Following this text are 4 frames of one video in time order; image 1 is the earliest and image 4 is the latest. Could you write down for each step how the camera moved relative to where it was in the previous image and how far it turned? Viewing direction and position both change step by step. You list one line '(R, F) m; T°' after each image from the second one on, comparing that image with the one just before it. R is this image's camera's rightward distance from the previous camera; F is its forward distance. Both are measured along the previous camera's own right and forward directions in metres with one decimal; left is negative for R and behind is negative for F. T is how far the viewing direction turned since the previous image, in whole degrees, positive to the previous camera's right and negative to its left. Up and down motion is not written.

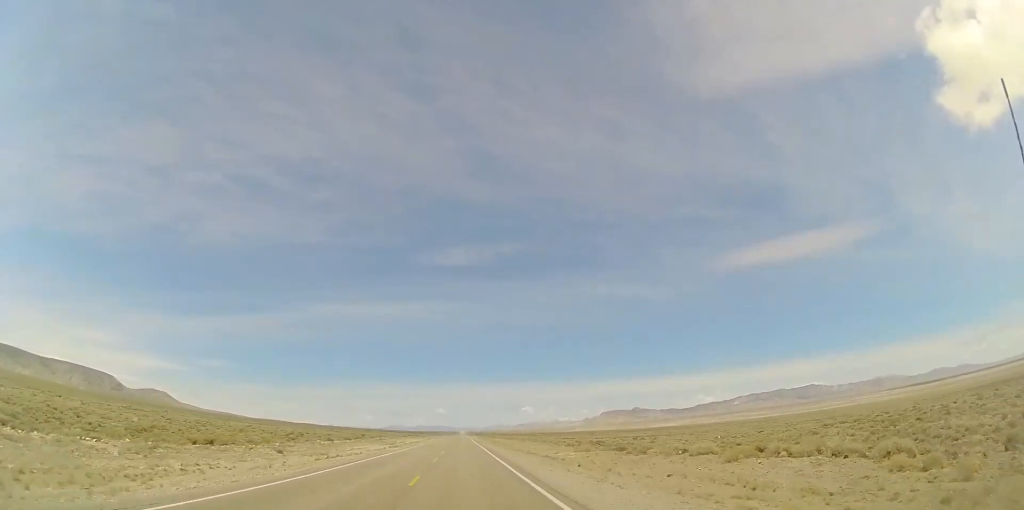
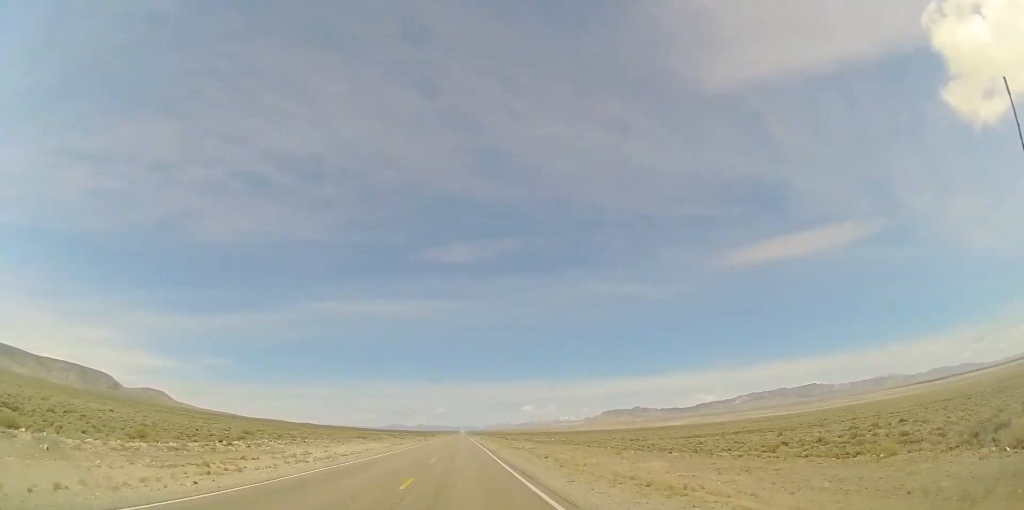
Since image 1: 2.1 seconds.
(0.0, +62.3) m; +1°
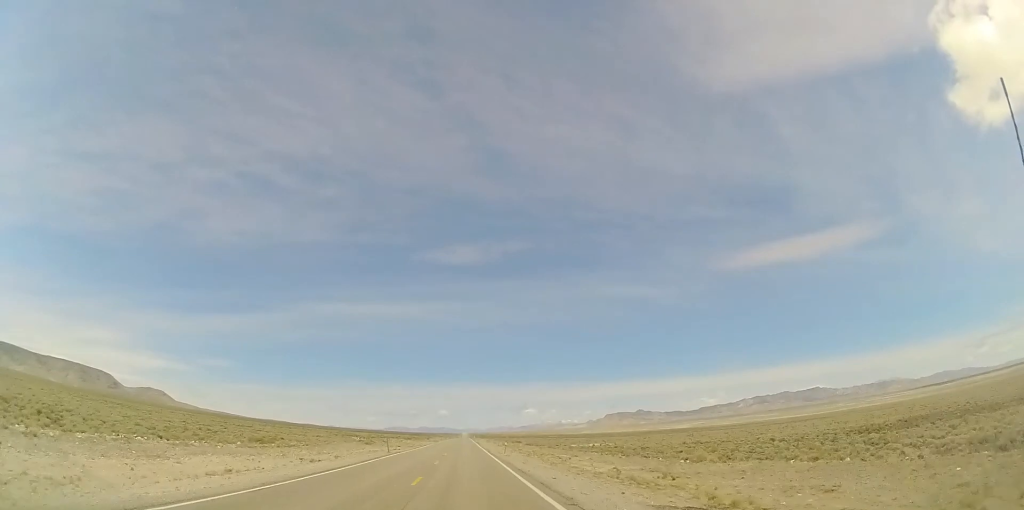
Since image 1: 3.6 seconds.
(-0.3, +47.0) m; -2°
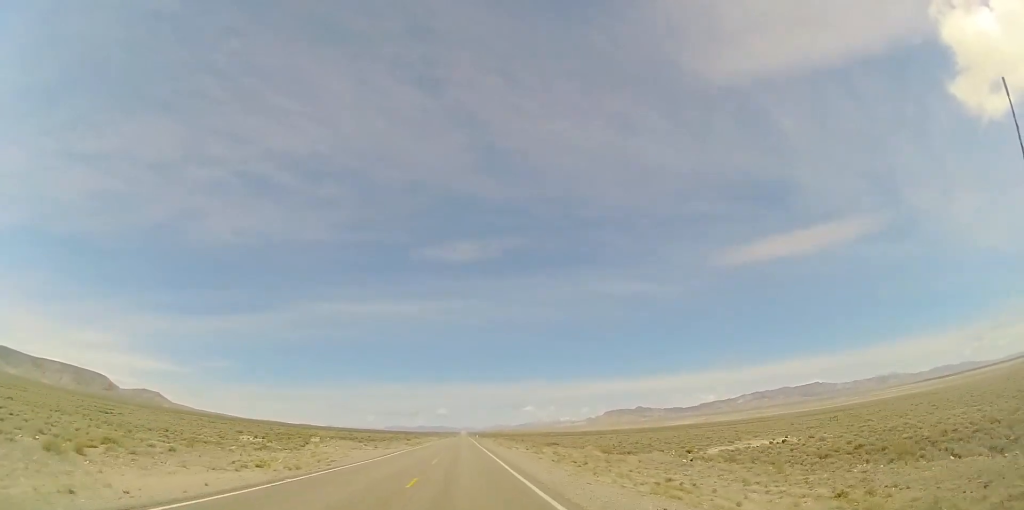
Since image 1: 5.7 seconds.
(+0.3, +61.6) m; +1°
